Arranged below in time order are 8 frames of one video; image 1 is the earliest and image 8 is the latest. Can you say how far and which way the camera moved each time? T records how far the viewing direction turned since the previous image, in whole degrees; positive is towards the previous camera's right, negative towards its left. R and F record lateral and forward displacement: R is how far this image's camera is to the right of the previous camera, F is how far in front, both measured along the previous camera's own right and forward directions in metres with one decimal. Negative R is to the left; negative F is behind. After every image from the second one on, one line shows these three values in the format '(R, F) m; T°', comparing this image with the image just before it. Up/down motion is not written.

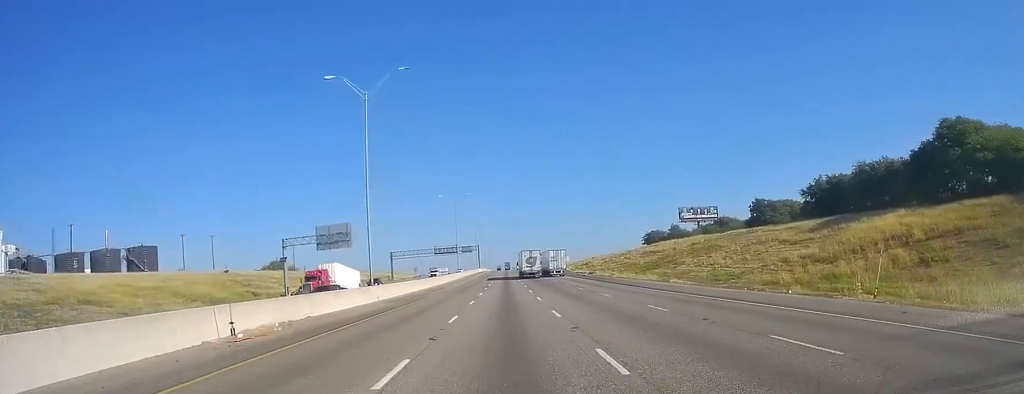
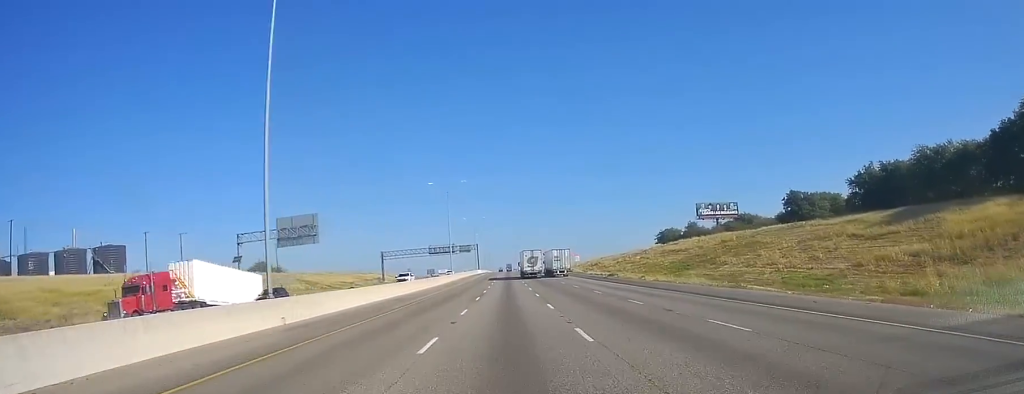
(-0.1, +19.9) m; 0°
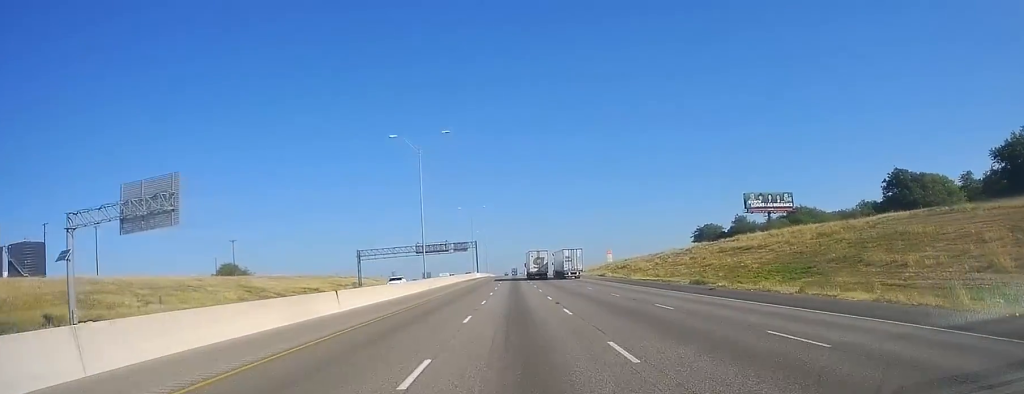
(-0.2, +40.5) m; 0°
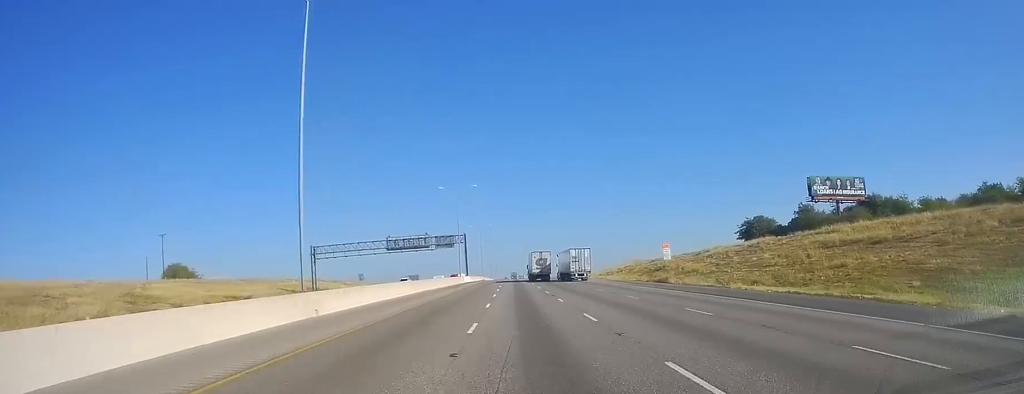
(+0.2, +40.3) m; -1°
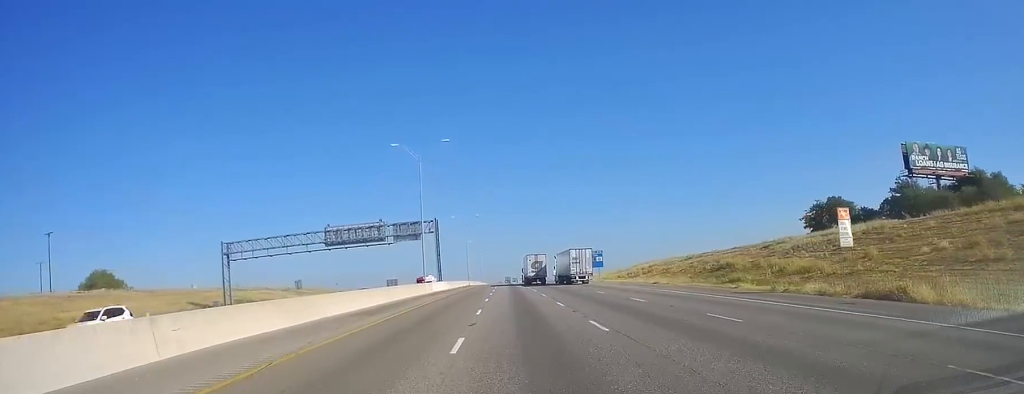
(-0.6, +40.1) m; -1°
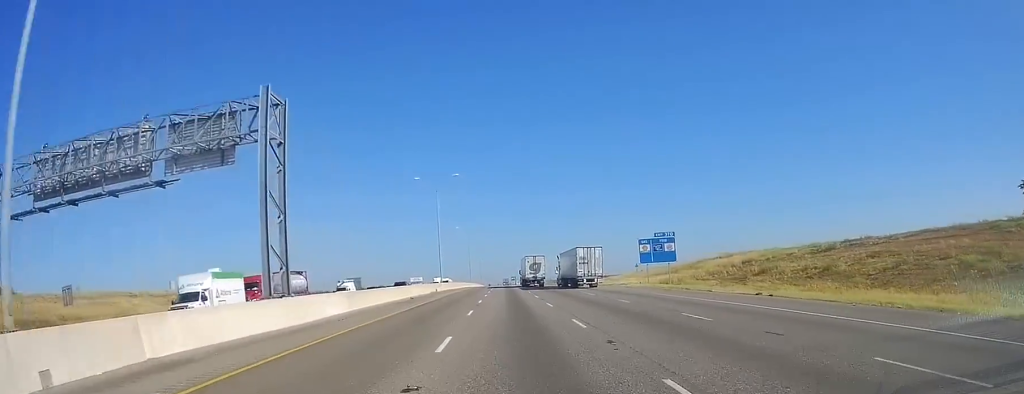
(+1.1, +59.8) m; +2°
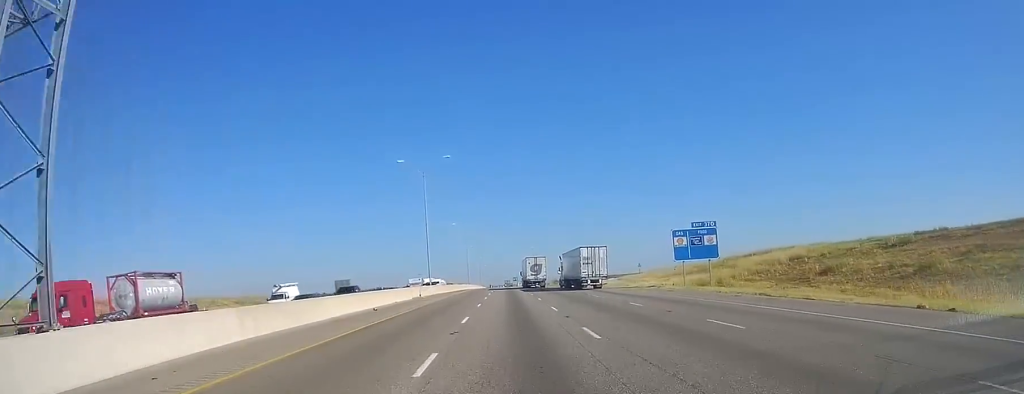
(+0.2, +15.2) m; 0°
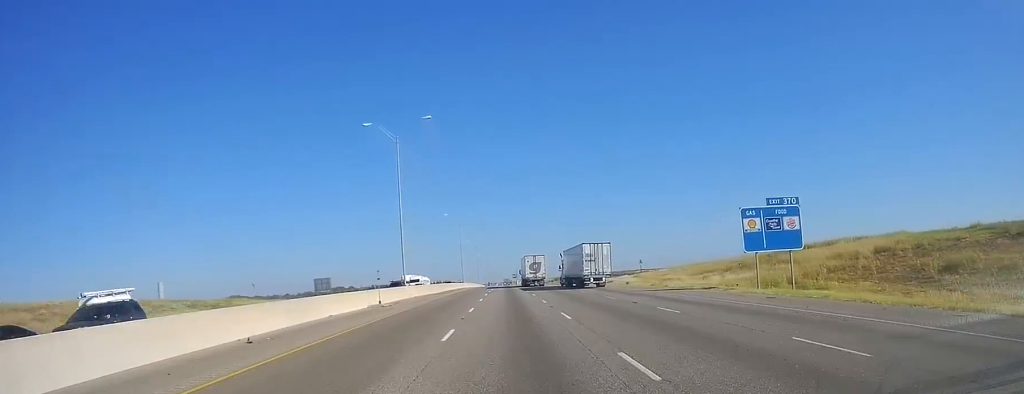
(-0.2, +18.6) m; -1°
